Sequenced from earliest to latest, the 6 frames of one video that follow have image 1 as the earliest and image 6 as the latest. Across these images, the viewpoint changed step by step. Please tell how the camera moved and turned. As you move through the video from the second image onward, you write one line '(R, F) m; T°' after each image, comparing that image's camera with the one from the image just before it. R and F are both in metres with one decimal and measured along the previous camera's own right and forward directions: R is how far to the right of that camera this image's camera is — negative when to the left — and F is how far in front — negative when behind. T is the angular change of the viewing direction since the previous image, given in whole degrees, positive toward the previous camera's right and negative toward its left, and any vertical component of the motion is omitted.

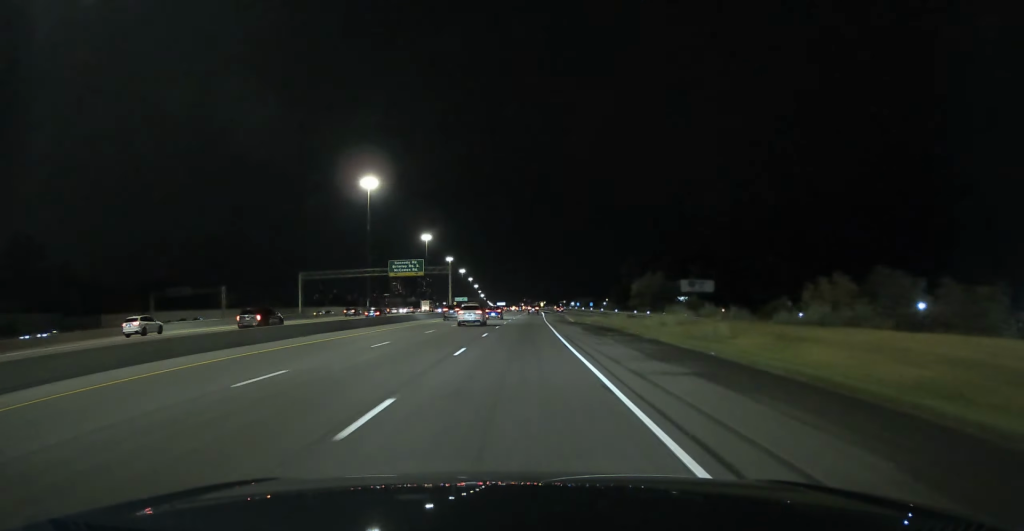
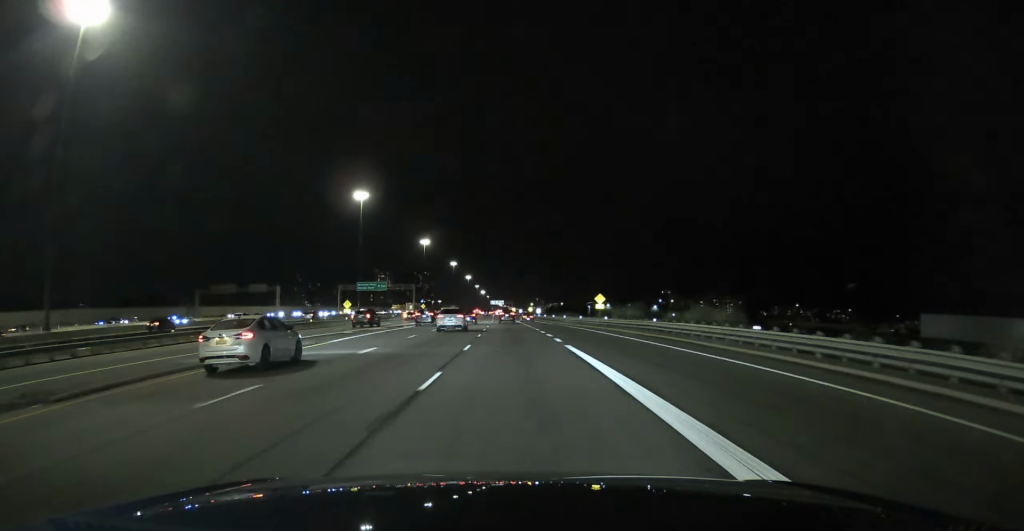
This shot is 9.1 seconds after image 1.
(-1.2, +253.4) m; -2°
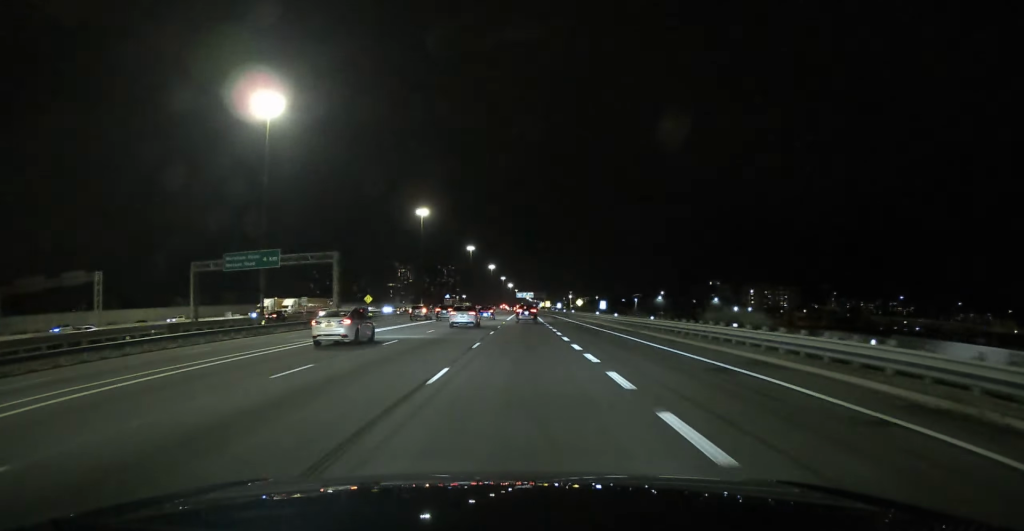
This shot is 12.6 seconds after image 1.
(-1.6, +91.4) m; -1°
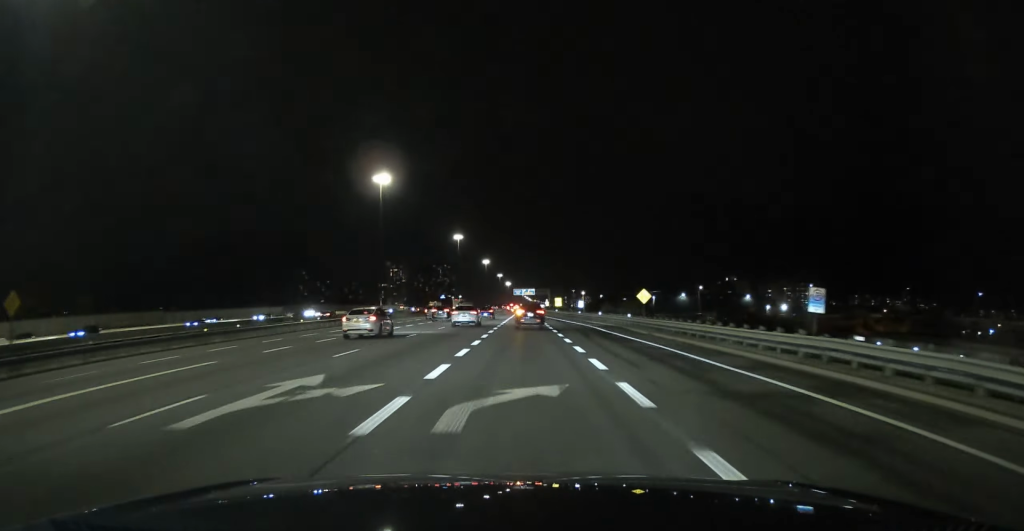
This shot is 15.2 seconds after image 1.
(-1.2, +66.4) m; 0°
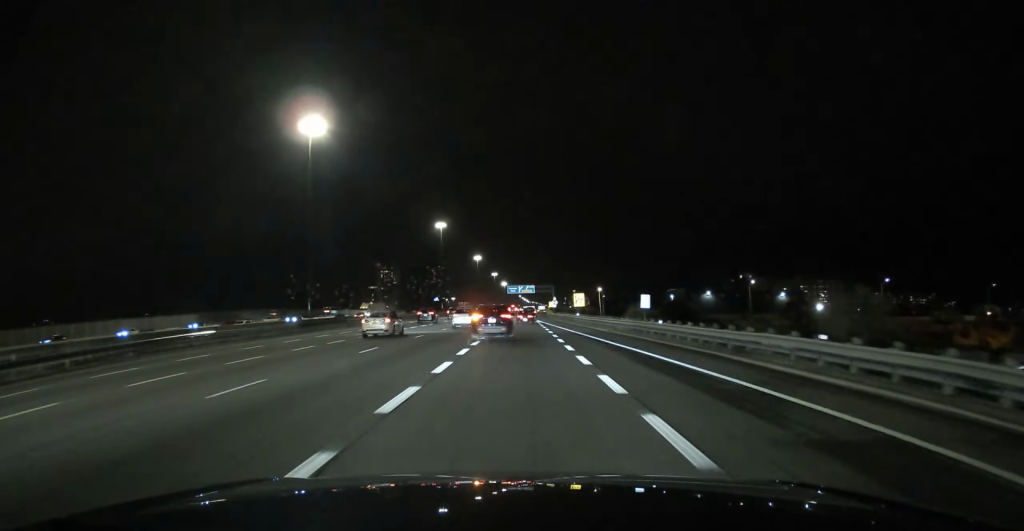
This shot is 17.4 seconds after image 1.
(+0.4, +55.5) m; 0°
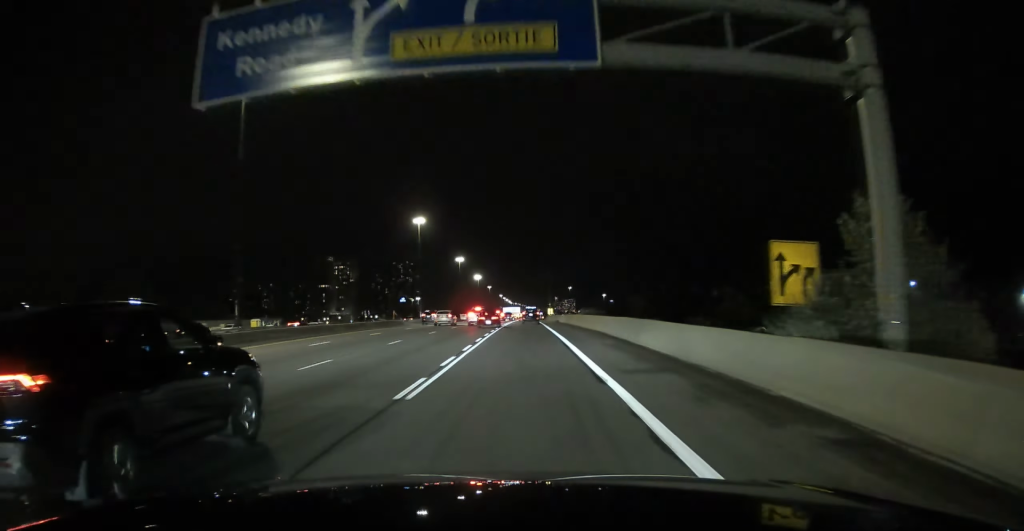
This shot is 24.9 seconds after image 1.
(+1.8, +184.4) m; +1°
